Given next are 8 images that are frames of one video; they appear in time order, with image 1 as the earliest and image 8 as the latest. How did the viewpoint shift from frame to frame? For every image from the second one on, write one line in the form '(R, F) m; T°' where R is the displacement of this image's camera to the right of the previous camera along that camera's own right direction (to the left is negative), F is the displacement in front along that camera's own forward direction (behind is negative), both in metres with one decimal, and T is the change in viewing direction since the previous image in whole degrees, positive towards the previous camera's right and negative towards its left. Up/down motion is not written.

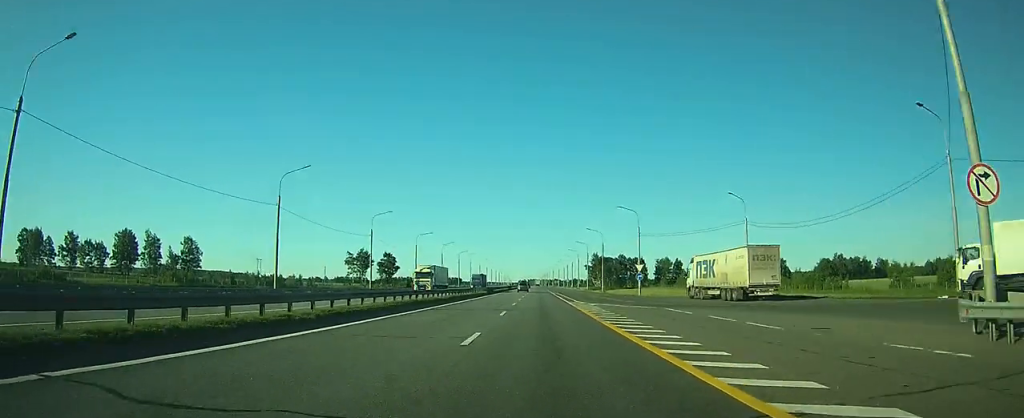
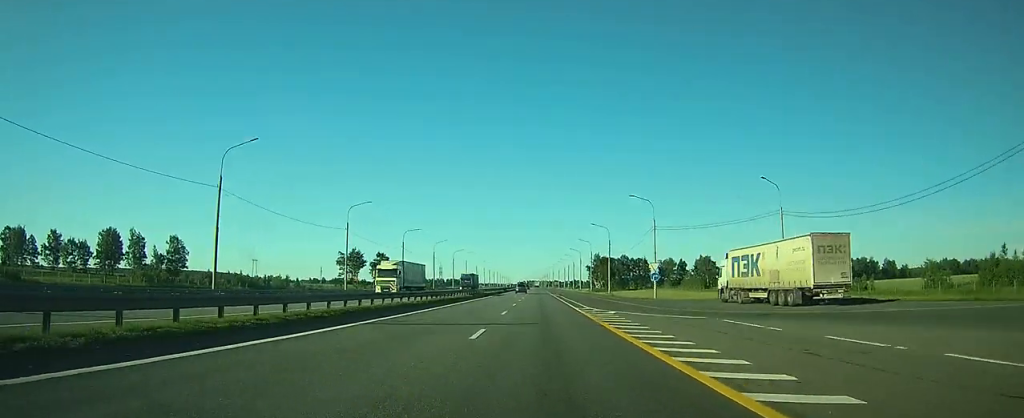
(0.0, +10.3) m; 0°
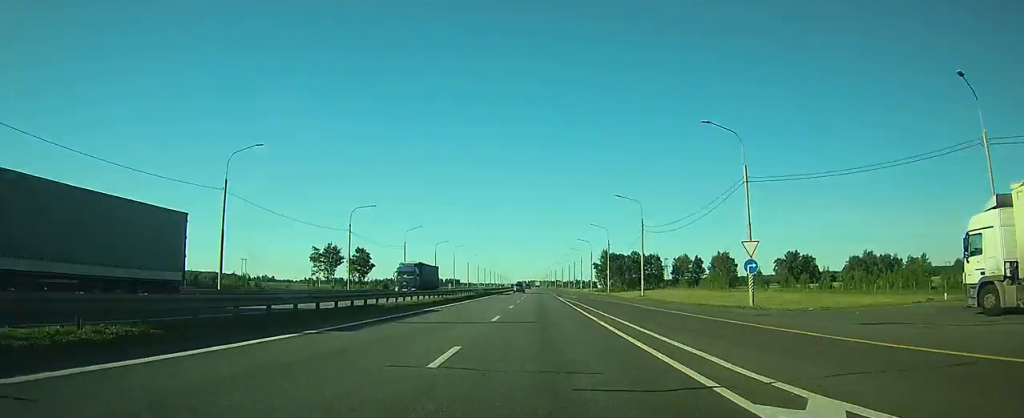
(0.0, +29.1) m; 0°
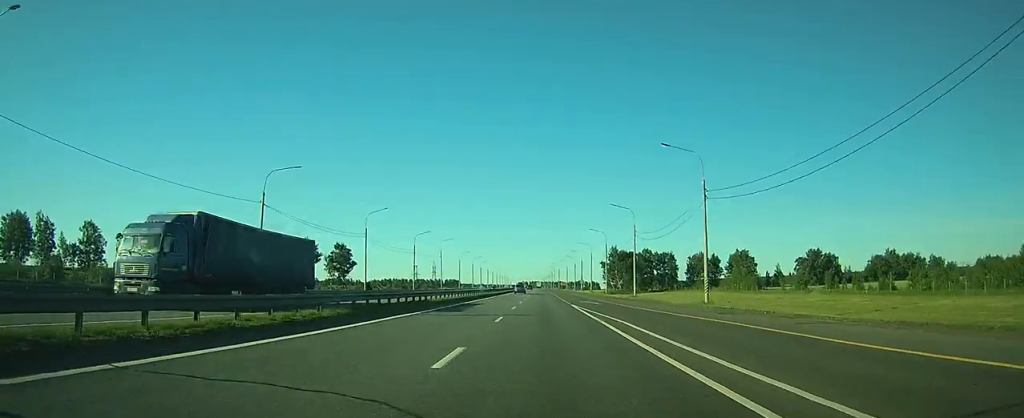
(-0.1, +24.0) m; 0°
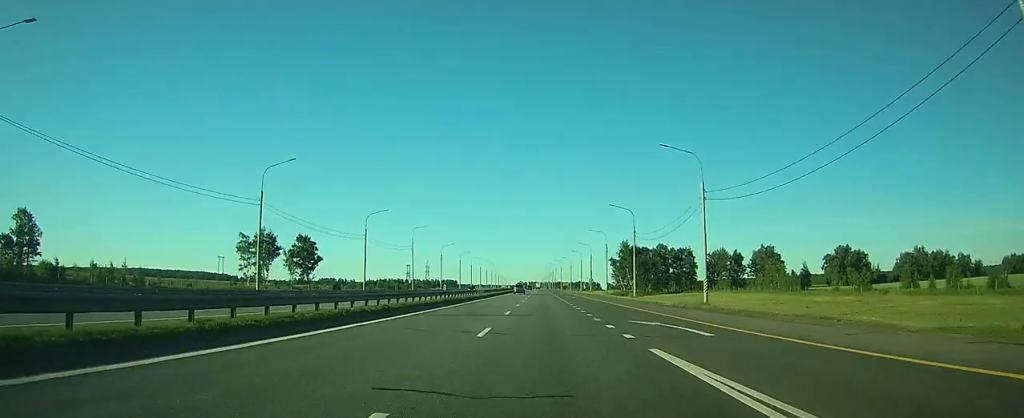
(+0.1, +30.1) m; 0°
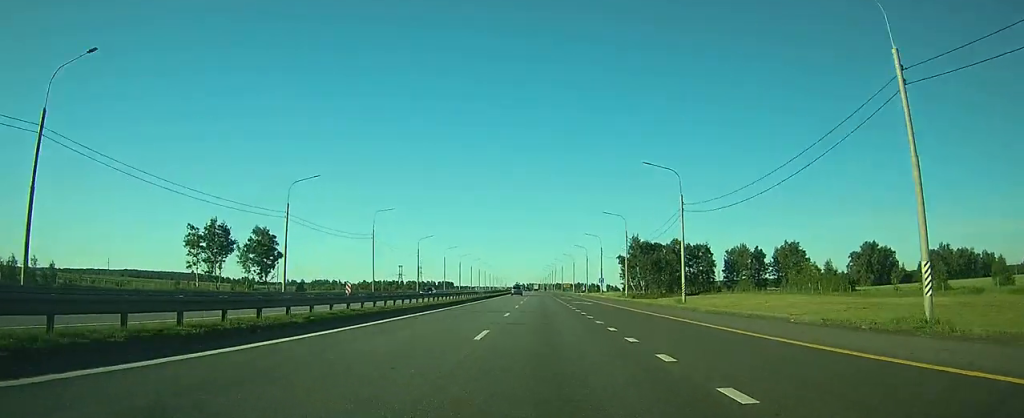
(0.0, +24.3) m; 0°
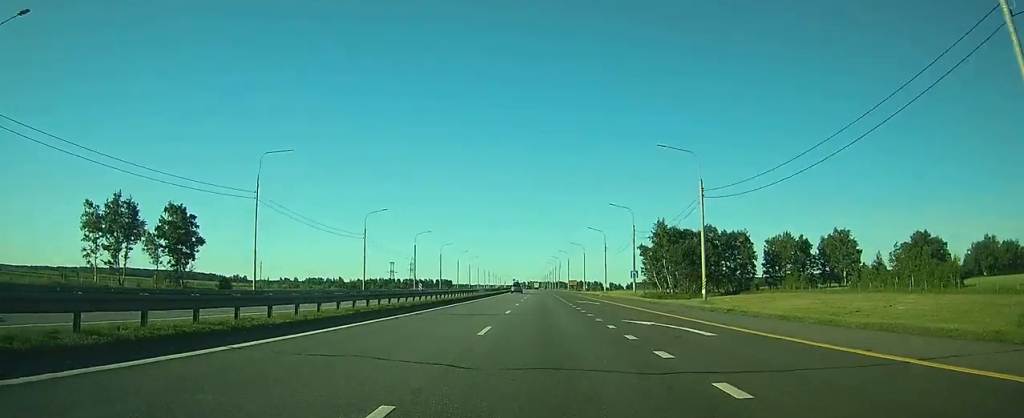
(+0.1, +35.2) m; 0°
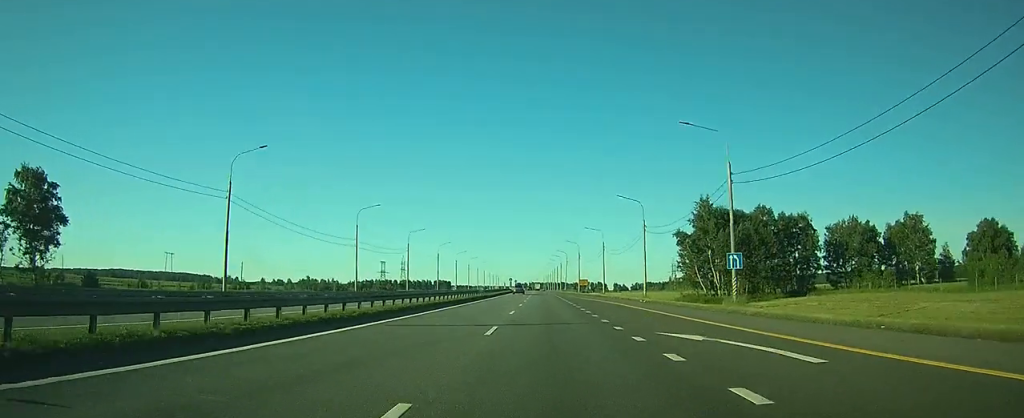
(0.0, +35.8) m; 0°
